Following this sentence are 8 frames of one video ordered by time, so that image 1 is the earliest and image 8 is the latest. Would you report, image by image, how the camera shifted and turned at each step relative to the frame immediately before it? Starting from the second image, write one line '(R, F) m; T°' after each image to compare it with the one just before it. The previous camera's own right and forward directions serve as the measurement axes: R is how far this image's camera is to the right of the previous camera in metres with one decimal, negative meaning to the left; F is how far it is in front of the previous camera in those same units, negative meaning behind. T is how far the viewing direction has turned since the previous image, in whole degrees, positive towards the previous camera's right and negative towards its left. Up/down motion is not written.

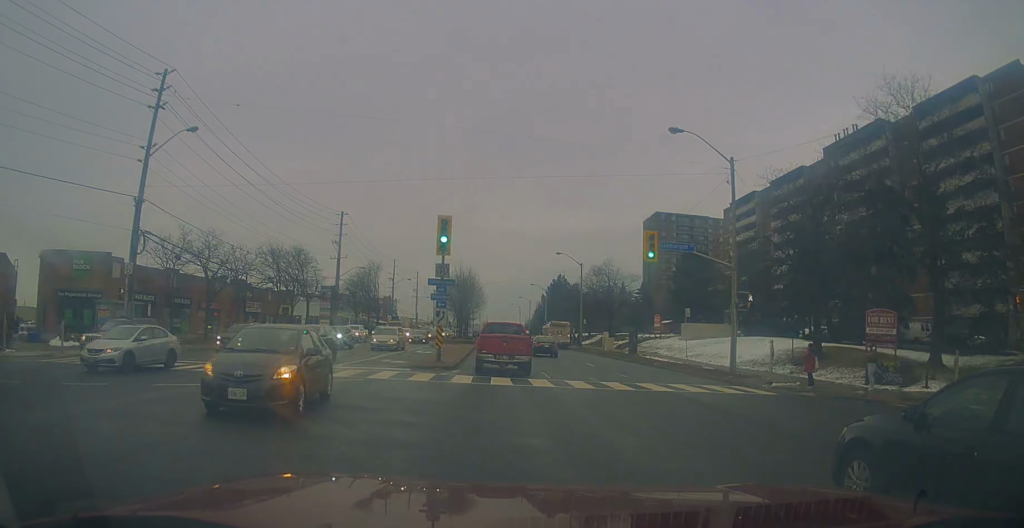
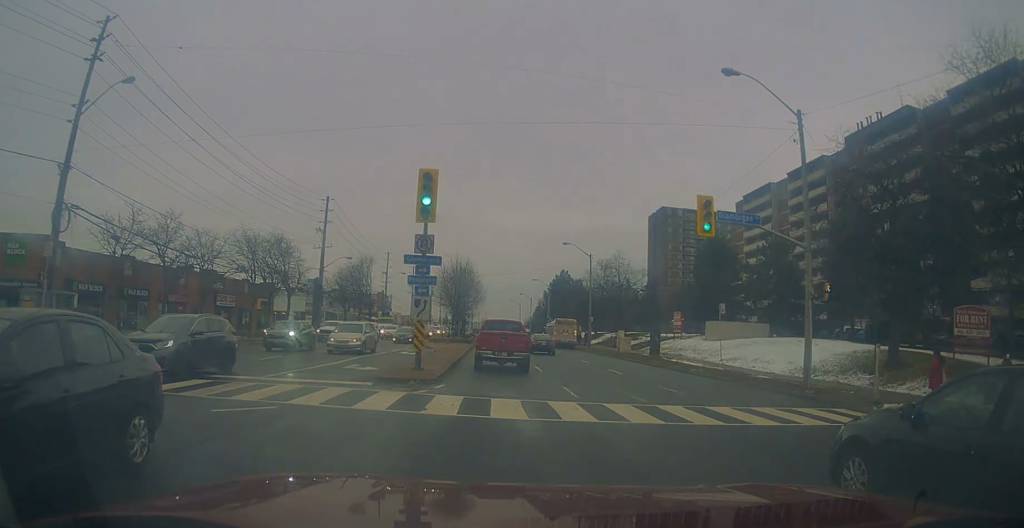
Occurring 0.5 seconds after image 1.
(-0.1, +6.9) m; 0°
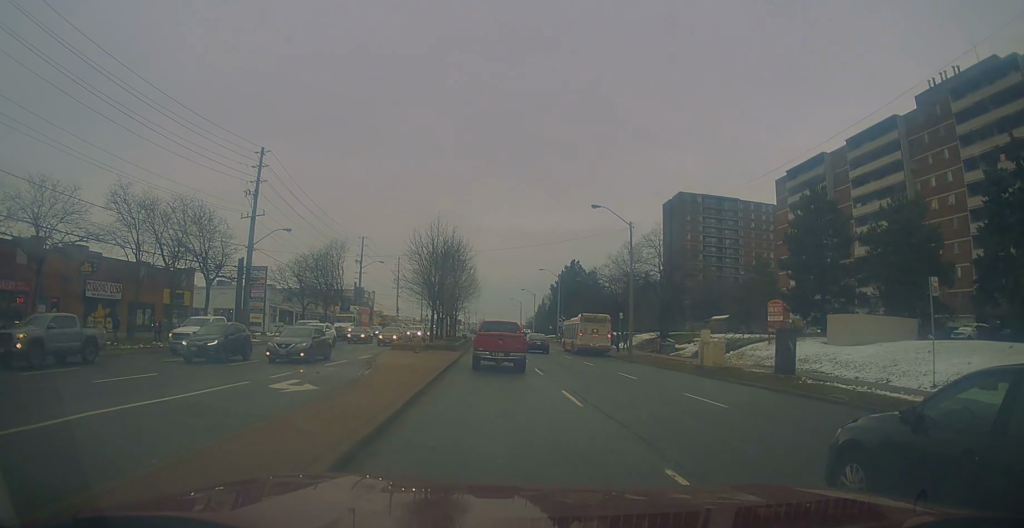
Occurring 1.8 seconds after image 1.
(+0.3, +20.0) m; 0°
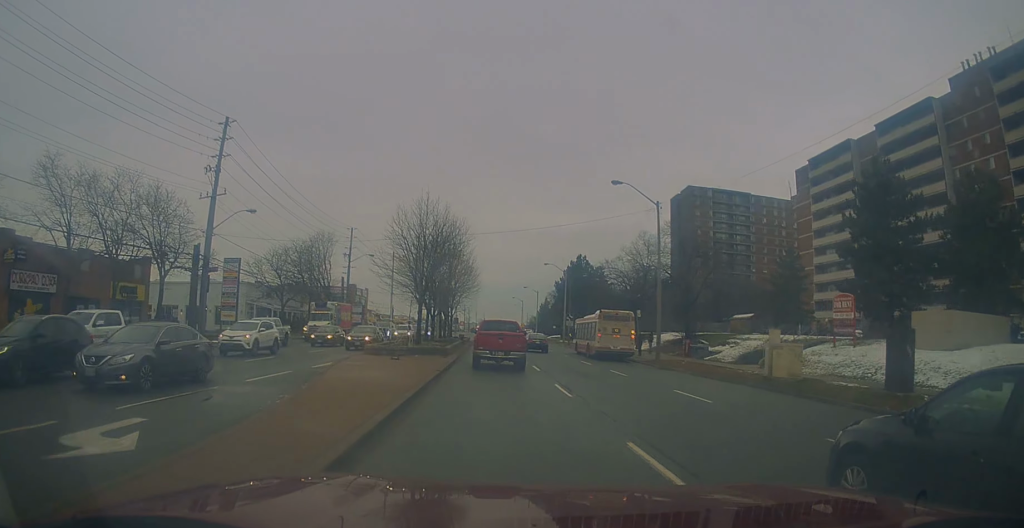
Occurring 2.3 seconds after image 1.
(-0.2, +7.6) m; 0°
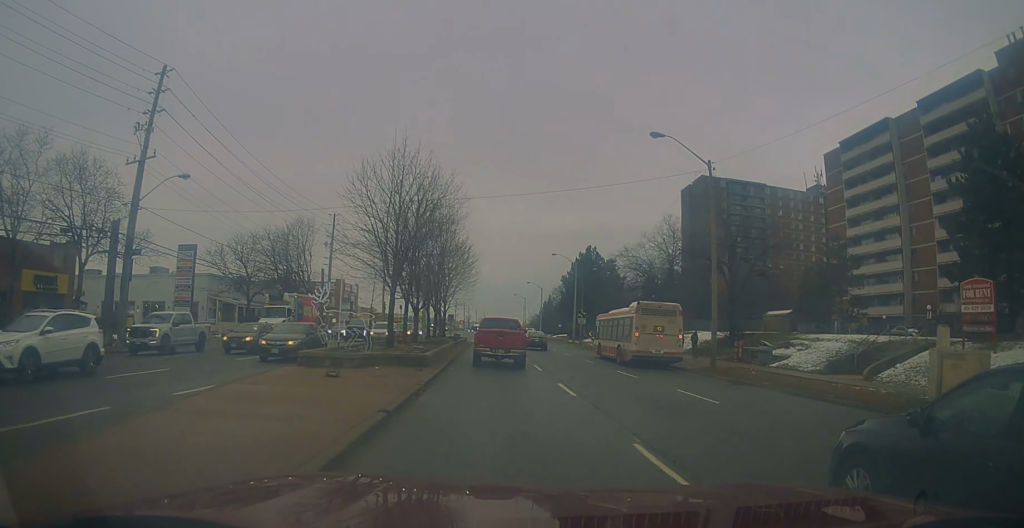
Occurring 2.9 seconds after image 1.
(-0.1, +9.7) m; 0°
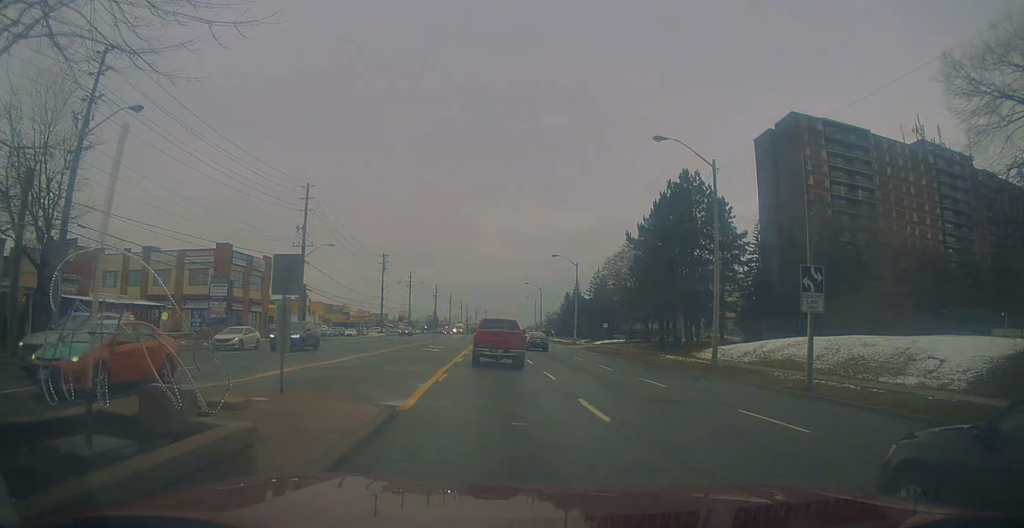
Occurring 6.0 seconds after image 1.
(+0.3, +48.1) m; -1°
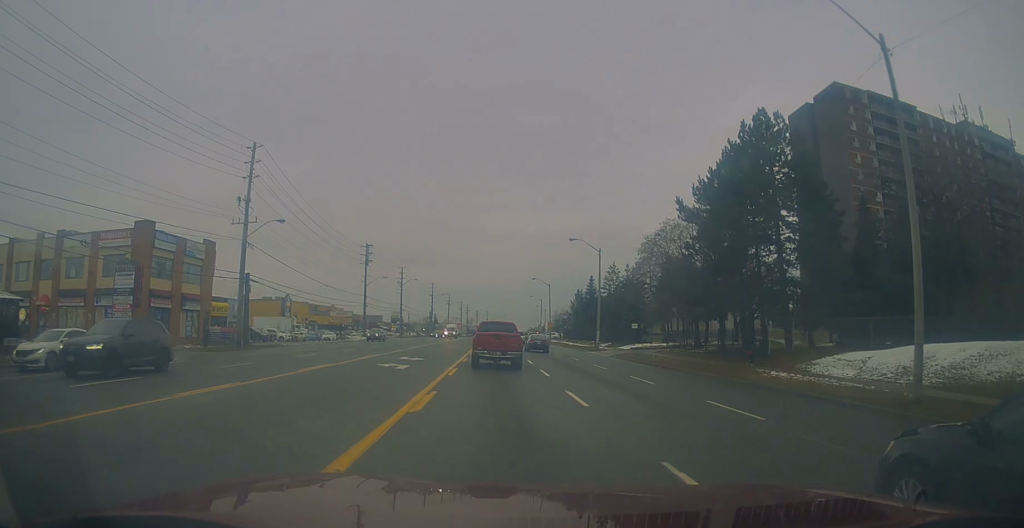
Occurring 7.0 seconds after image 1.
(+0.2, +15.6) m; +1°
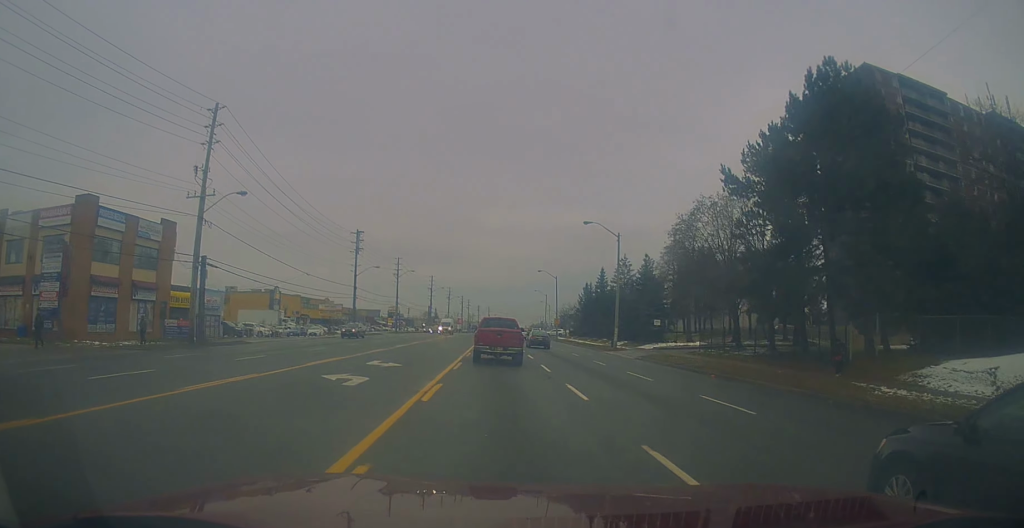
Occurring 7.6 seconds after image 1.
(+0.1, +8.2) m; 0°
